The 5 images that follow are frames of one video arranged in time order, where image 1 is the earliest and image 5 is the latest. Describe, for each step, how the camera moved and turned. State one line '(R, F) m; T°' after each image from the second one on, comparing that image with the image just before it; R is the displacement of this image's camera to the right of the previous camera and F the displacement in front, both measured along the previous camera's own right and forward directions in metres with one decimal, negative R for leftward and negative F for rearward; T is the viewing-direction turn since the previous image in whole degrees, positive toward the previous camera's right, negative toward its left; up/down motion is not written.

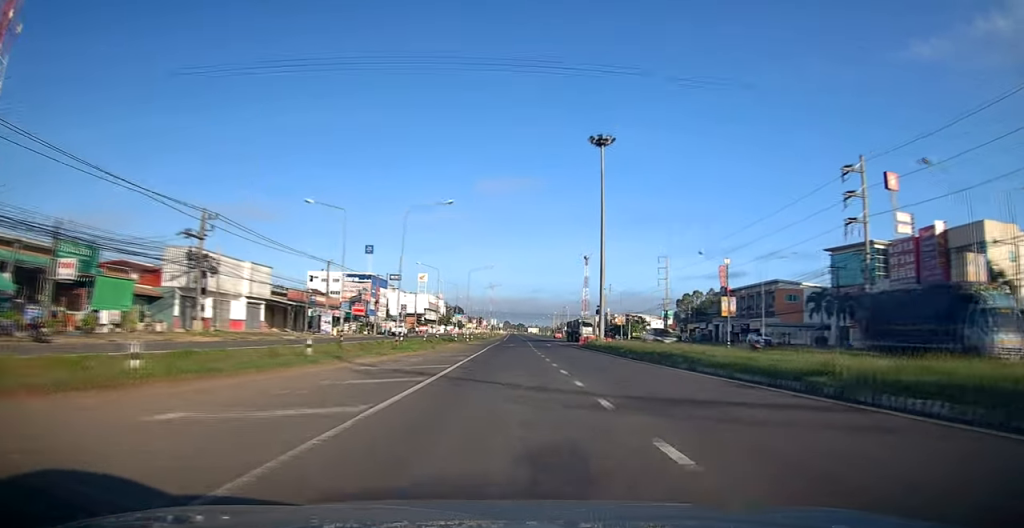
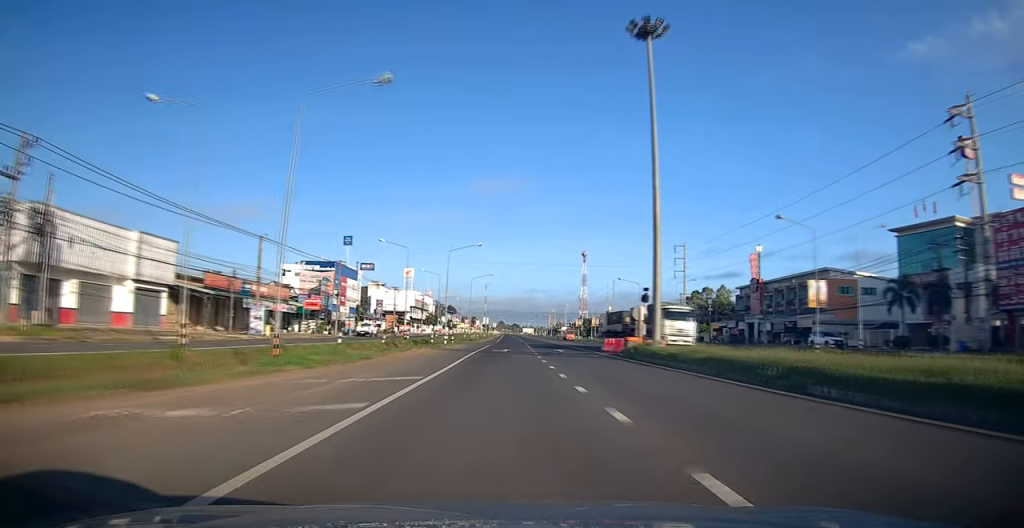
(+0.1, +17.4) m; 0°
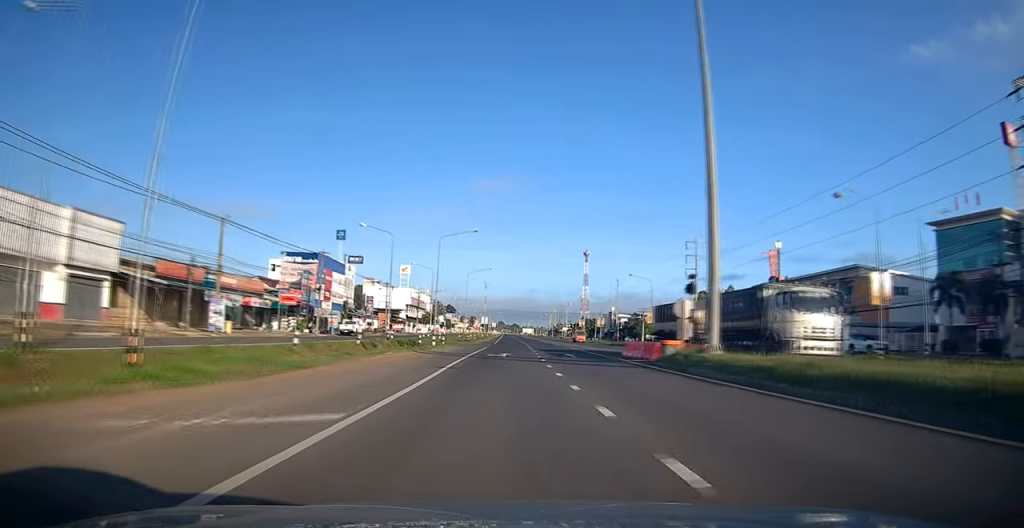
(+0.1, +7.2) m; -1°
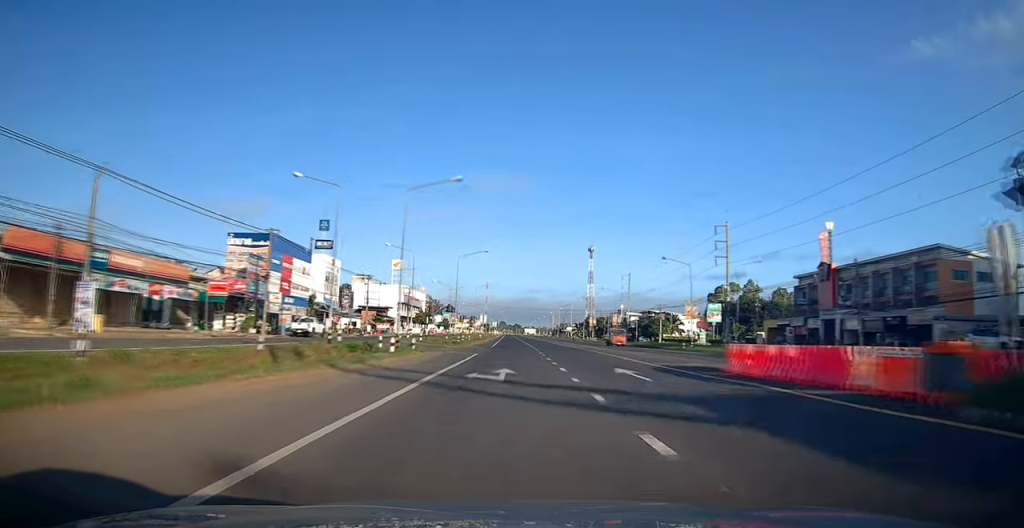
(-0.5, +15.1) m; 0°
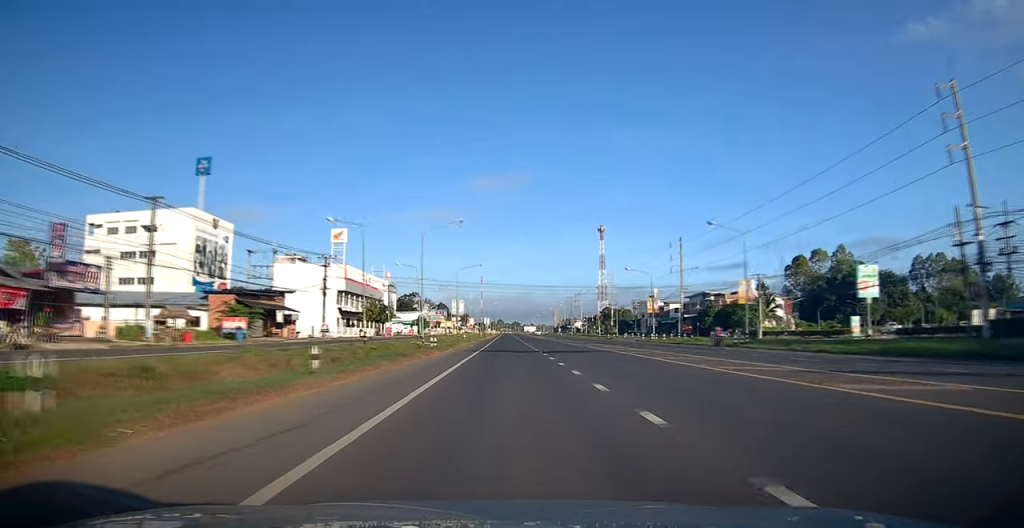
(+1.2, +54.5) m; +1°
